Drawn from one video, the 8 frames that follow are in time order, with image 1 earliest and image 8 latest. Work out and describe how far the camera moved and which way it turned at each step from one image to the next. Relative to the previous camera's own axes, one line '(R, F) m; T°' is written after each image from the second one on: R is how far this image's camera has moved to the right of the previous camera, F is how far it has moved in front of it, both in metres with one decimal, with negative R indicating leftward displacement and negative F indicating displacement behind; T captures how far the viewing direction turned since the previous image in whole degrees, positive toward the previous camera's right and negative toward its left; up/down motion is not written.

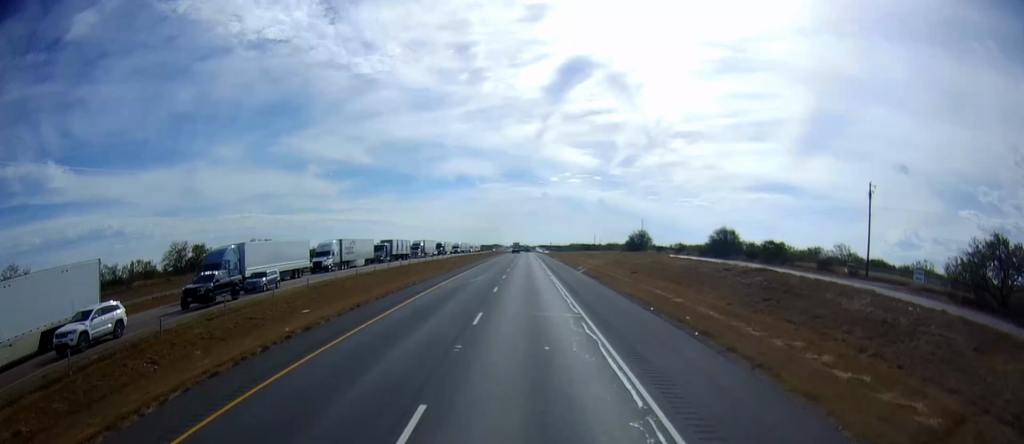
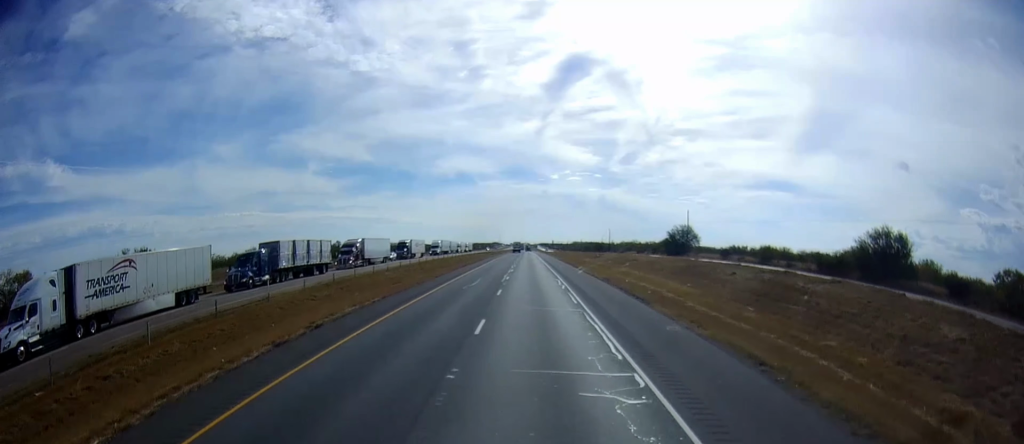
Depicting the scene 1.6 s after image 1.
(-0.8, +50.0) m; -1°
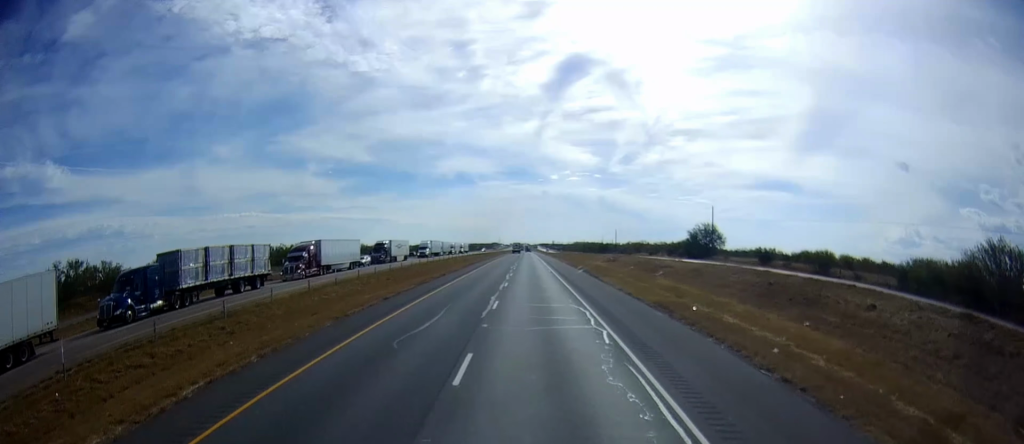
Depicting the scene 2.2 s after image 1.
(+0.3, +17.7) m; +1°
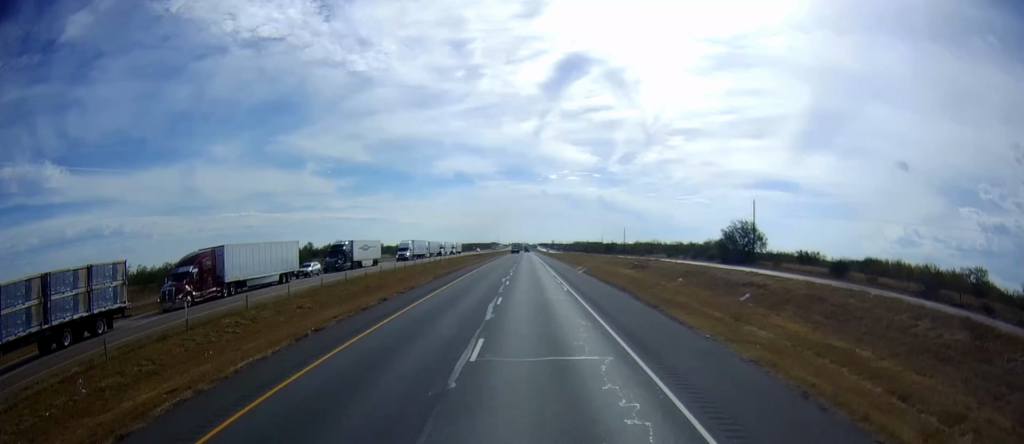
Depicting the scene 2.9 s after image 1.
(+0.1, +21.7) m; 0°
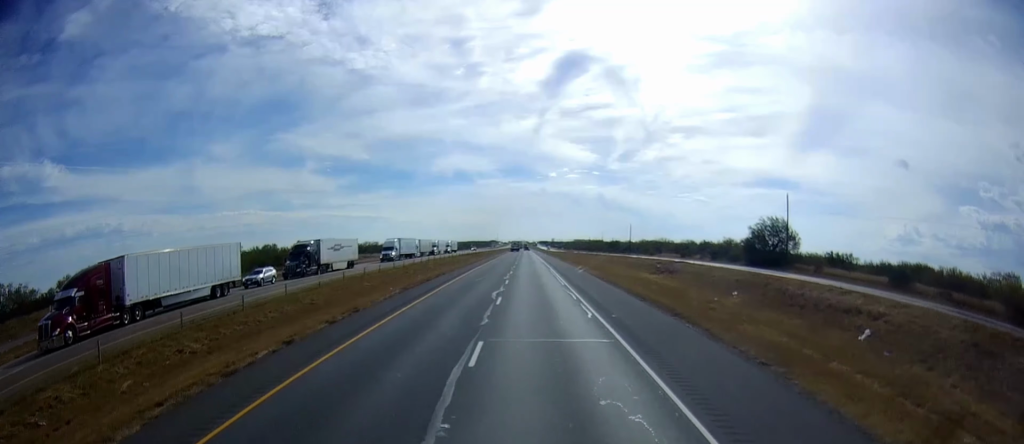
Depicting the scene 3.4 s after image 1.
(0.0, +12.6) m; 0°
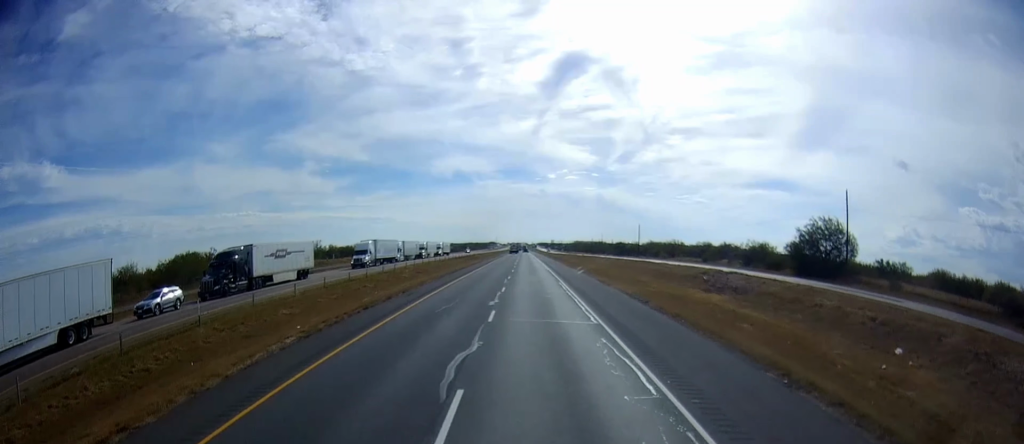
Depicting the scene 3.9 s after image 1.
(0.0, +16.7) m; 0°
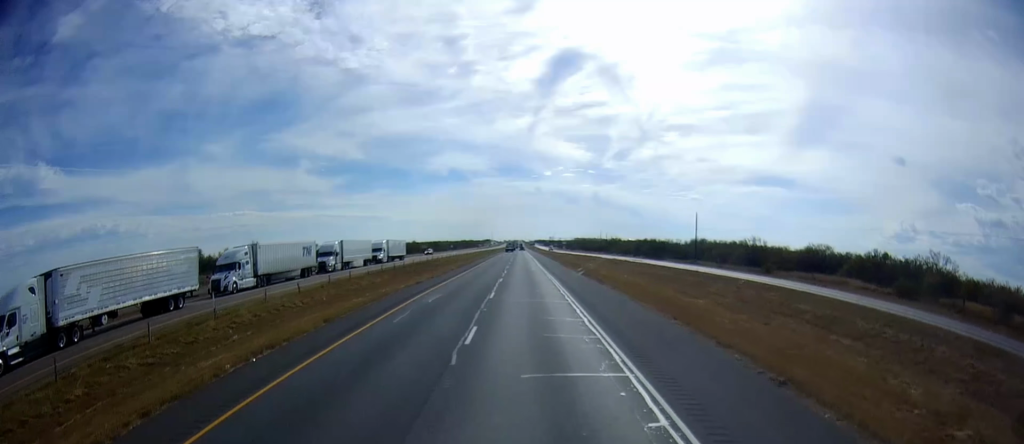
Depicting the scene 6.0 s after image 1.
(-0.1, +64.8) m; 0°
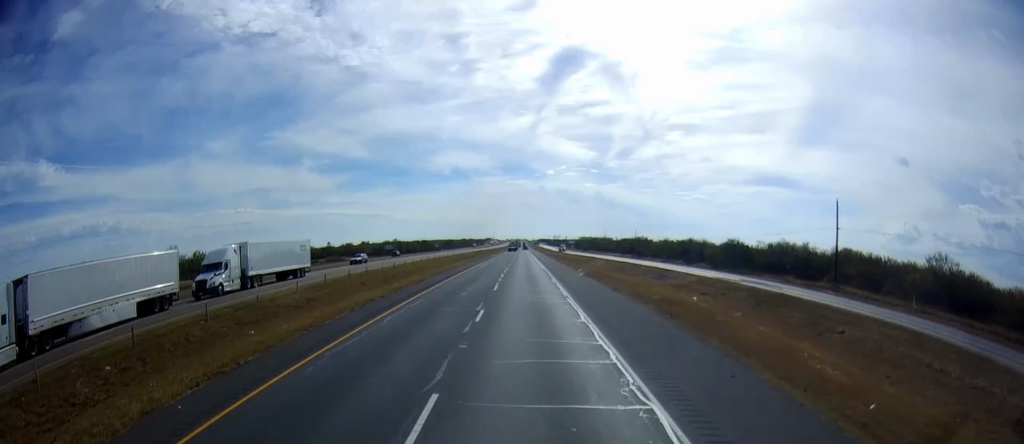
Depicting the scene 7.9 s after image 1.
(0.0, +56.1) m; 0°
